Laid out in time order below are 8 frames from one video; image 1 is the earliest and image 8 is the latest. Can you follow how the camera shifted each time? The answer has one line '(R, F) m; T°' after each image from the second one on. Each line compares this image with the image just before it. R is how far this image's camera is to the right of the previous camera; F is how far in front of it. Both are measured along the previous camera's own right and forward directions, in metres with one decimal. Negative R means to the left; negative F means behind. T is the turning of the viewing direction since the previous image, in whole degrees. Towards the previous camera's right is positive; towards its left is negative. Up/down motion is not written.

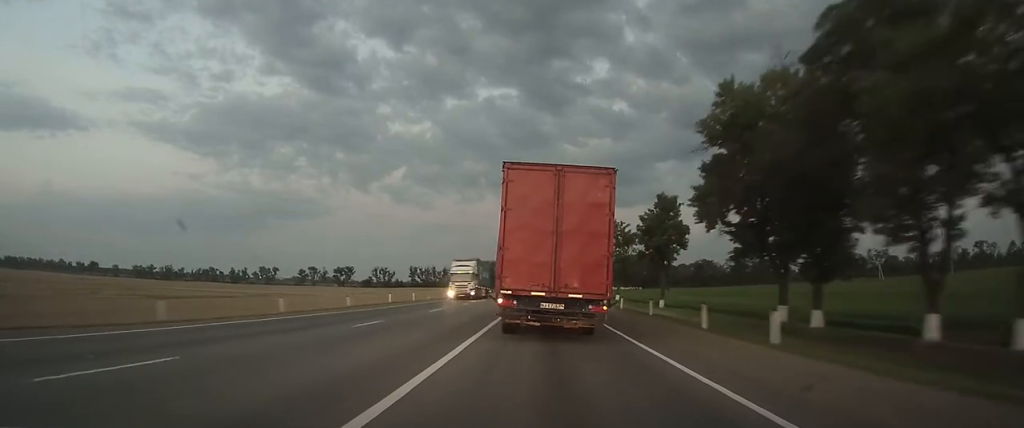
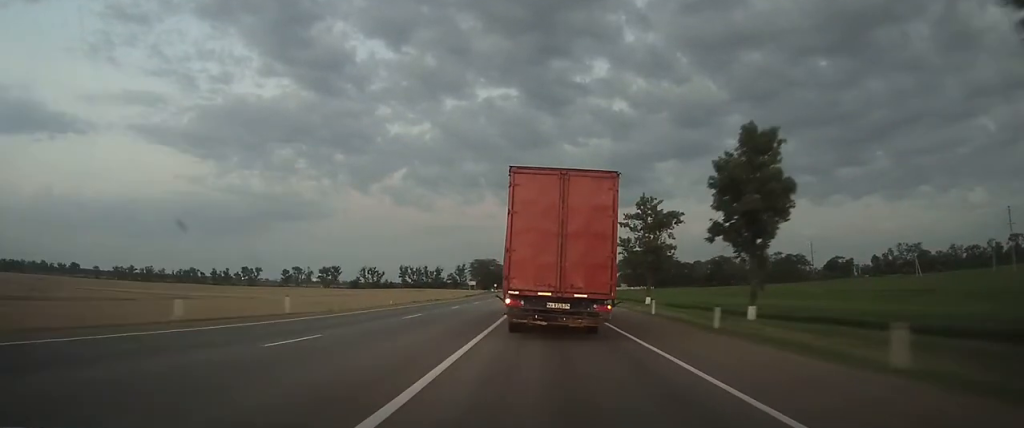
(-0.1, +29.6) m; 0°
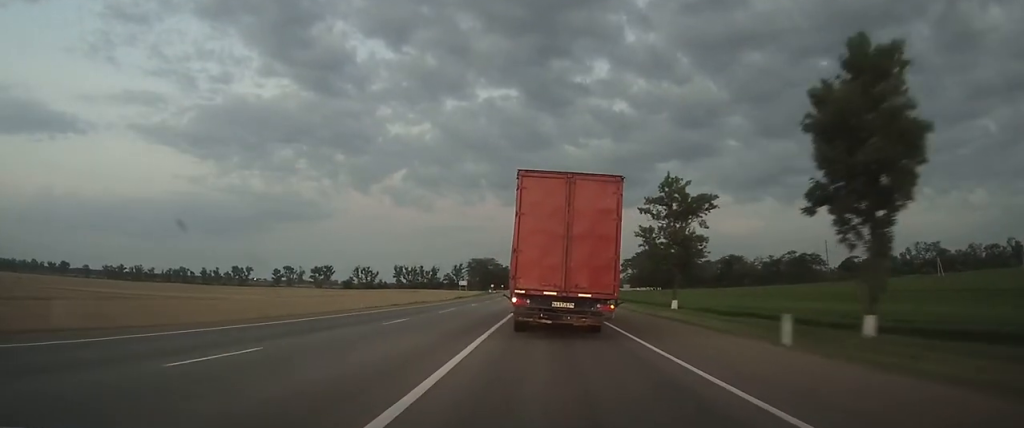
(0.0, +15.3) m; 0°
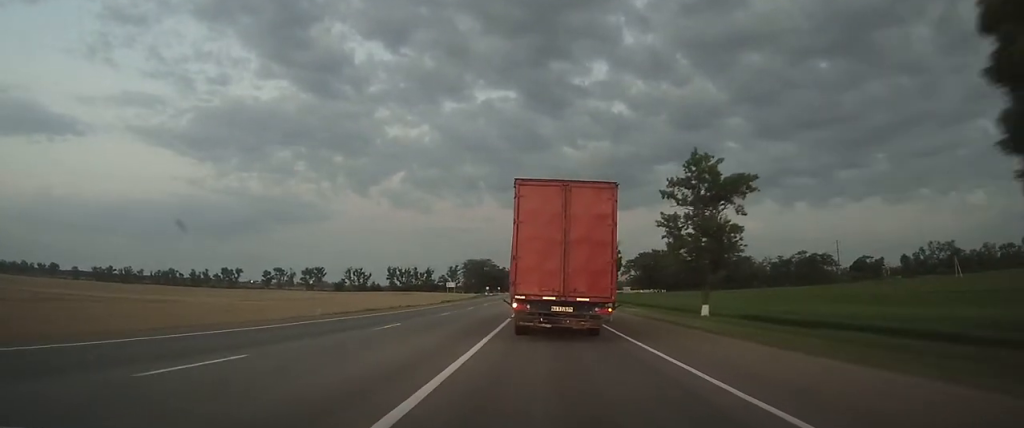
(0.0, +12.5) m; 0°
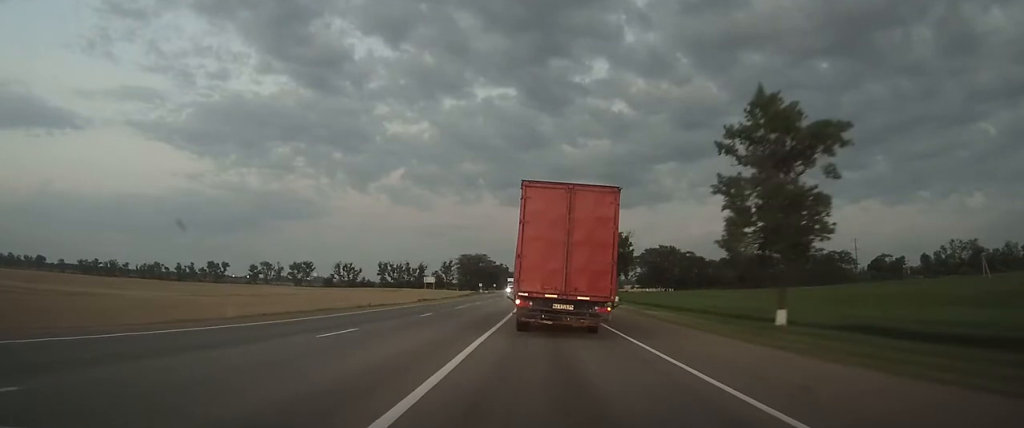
(0.0, +17.1) m; 0°
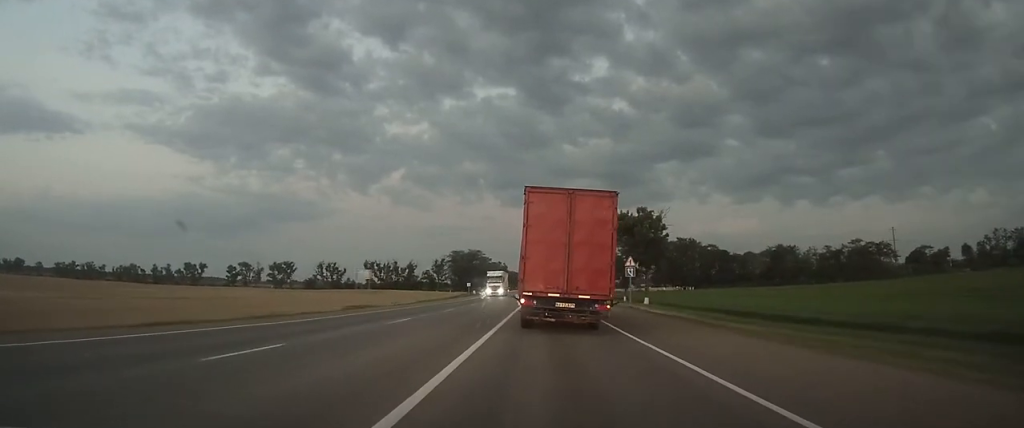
(+0.1, +28.9) m; 0°
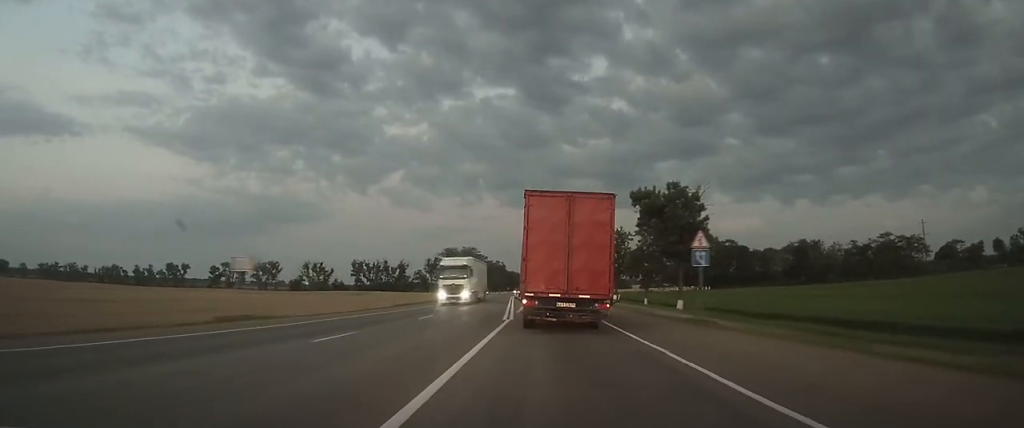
(-0.1, +19.6) m; -1°
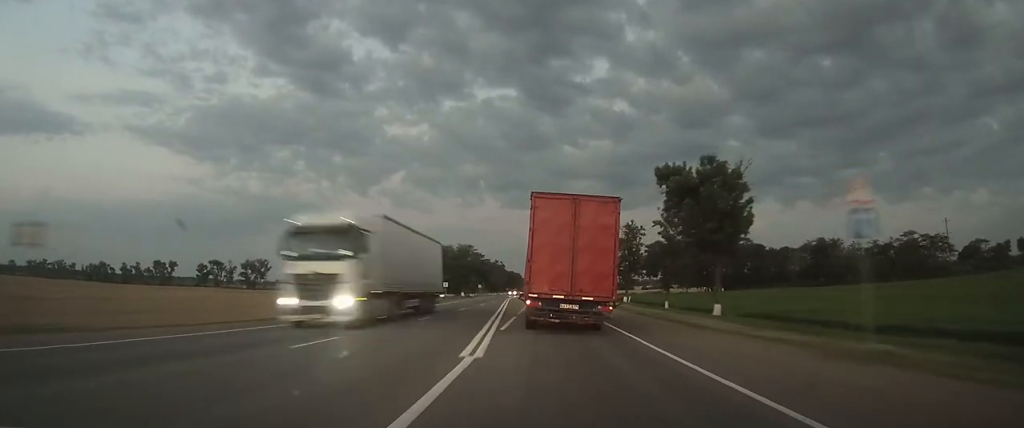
(0.0, +13.4) m; 0°
